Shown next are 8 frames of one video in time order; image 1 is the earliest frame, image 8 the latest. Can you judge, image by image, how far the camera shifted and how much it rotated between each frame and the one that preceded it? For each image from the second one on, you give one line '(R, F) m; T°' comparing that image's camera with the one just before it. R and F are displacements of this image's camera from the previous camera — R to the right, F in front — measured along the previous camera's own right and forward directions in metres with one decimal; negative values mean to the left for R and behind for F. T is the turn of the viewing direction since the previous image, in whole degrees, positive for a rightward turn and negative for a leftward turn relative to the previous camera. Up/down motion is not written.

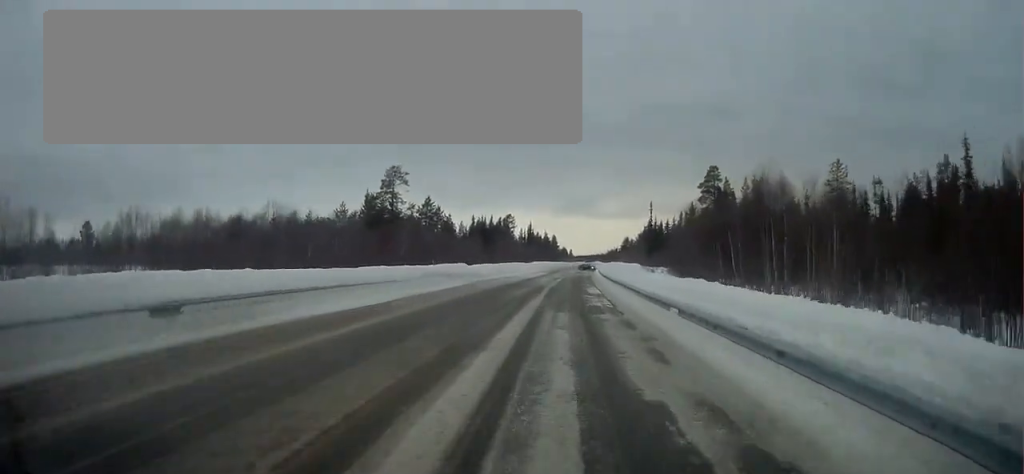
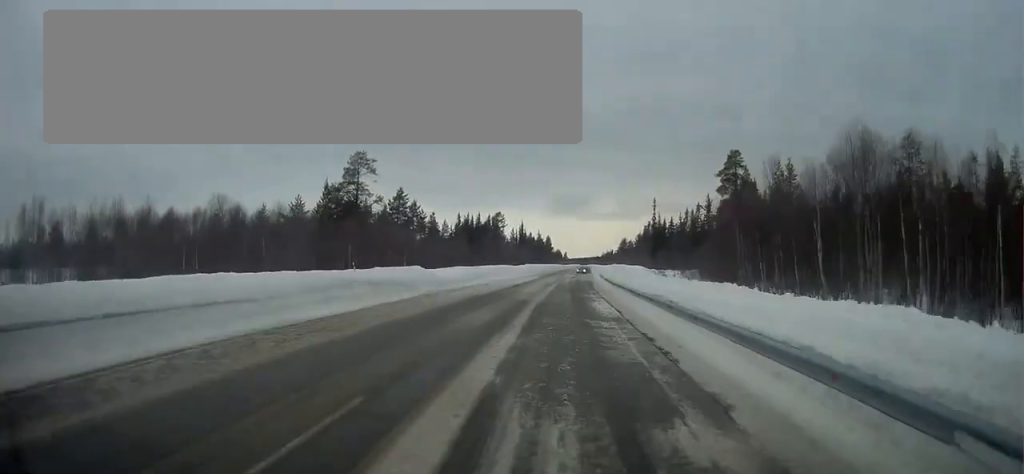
(0.0, +14.2) m; 0°
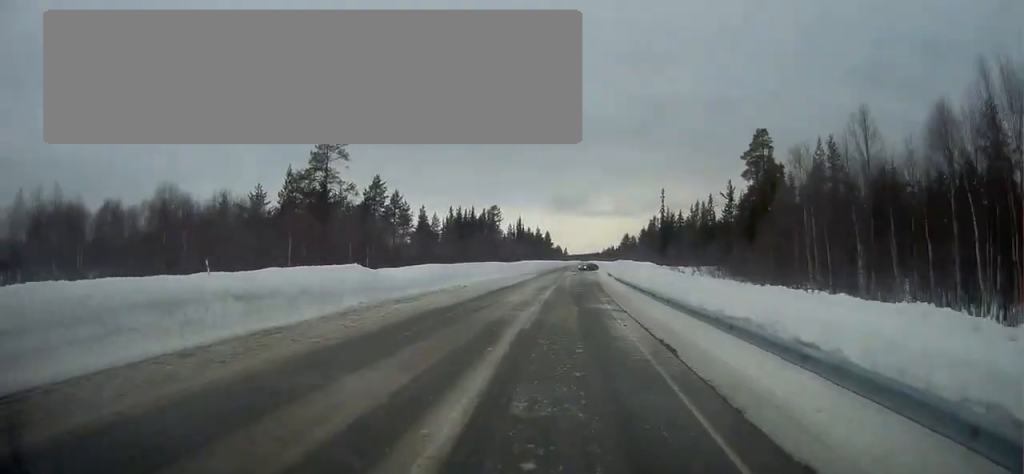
(-0.1, +11.3) m; +1°
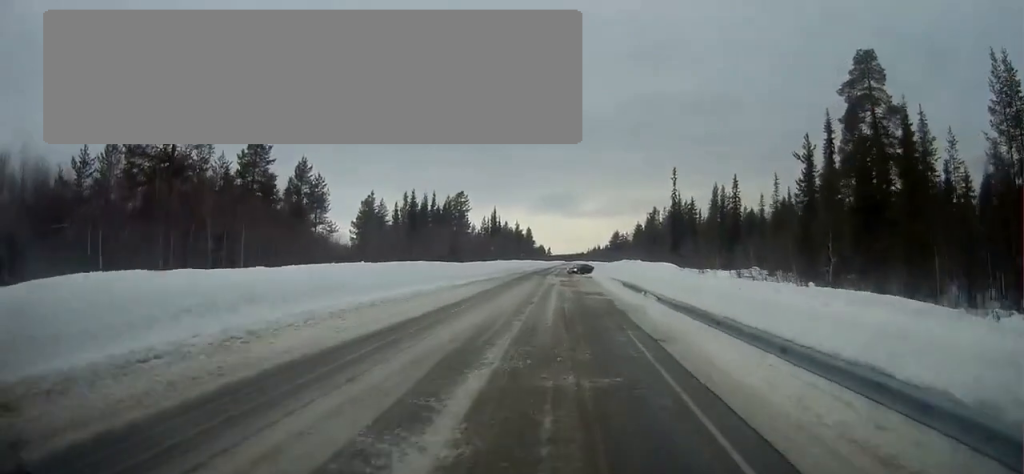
(+0.5, +29.6) m; +1°
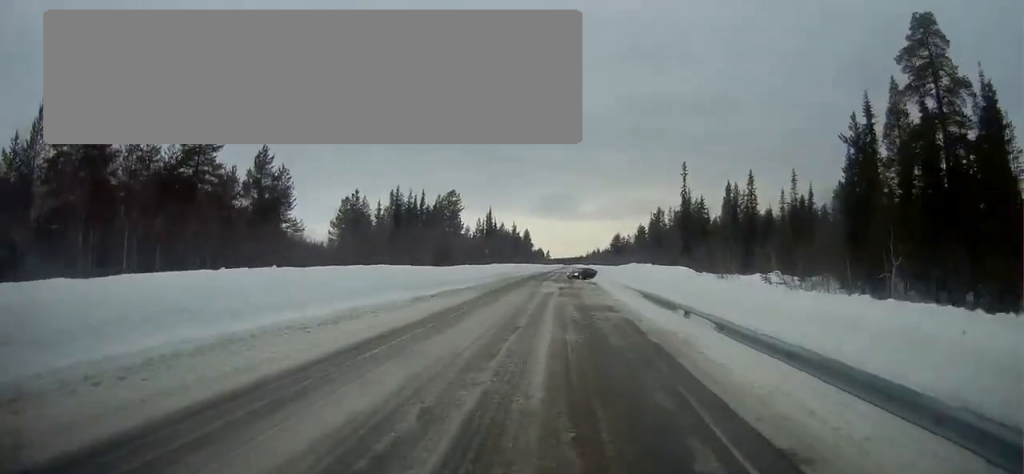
(0.0, +9.3) m; 0°
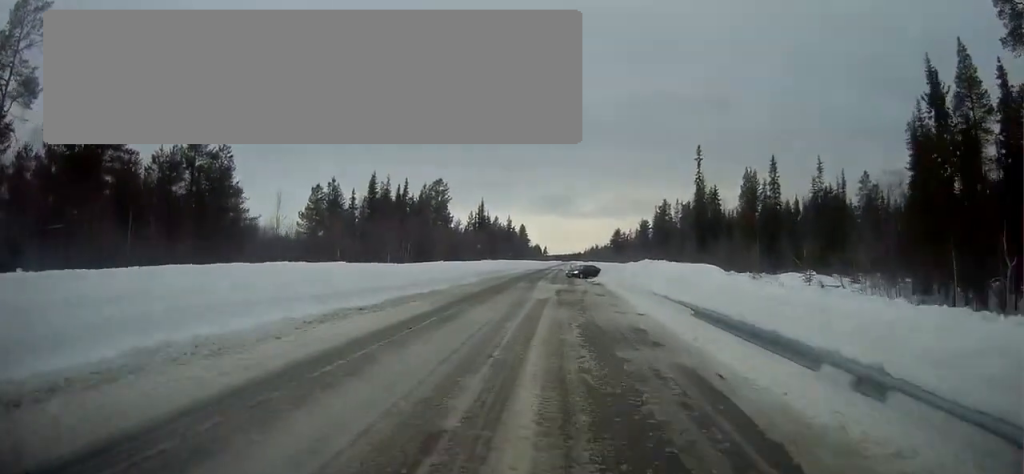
(0.0, +11.4) m; +1°
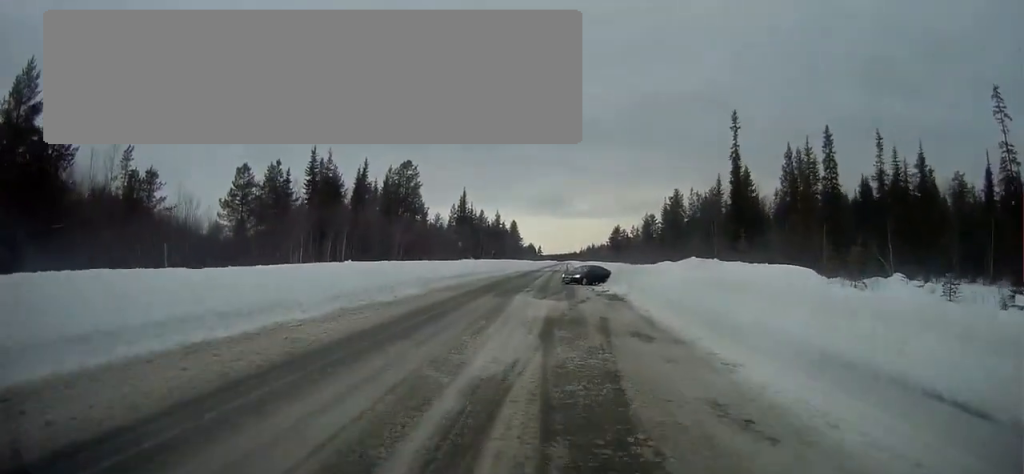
(+0.3, +20.3) m; +1°
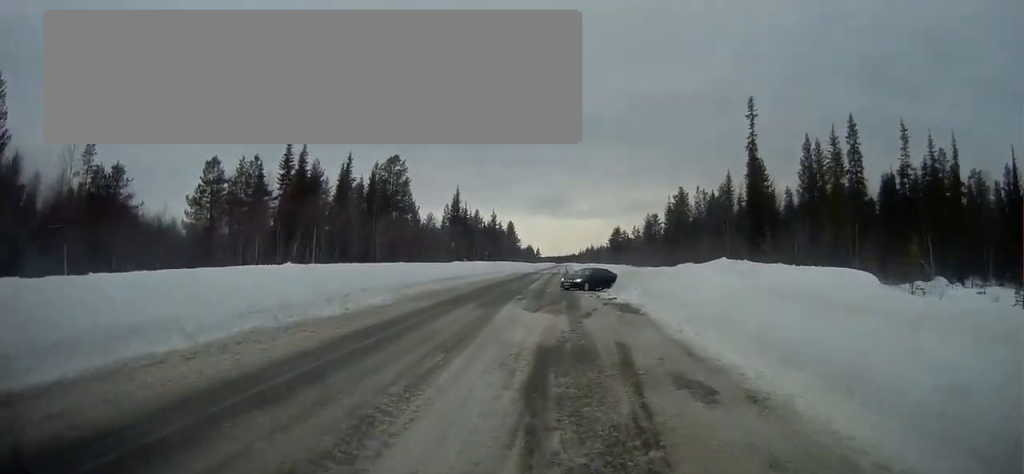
(-0.1, +6.6) m; 0°
